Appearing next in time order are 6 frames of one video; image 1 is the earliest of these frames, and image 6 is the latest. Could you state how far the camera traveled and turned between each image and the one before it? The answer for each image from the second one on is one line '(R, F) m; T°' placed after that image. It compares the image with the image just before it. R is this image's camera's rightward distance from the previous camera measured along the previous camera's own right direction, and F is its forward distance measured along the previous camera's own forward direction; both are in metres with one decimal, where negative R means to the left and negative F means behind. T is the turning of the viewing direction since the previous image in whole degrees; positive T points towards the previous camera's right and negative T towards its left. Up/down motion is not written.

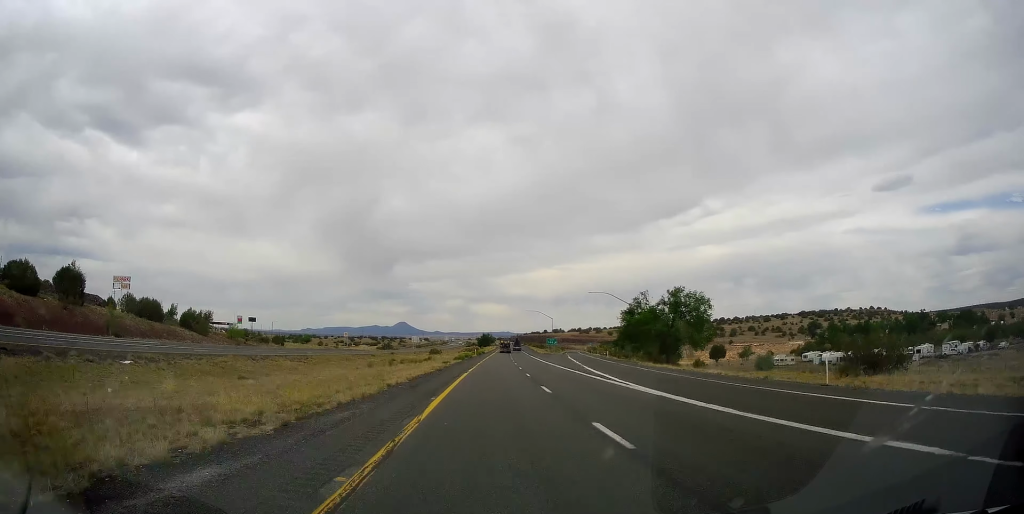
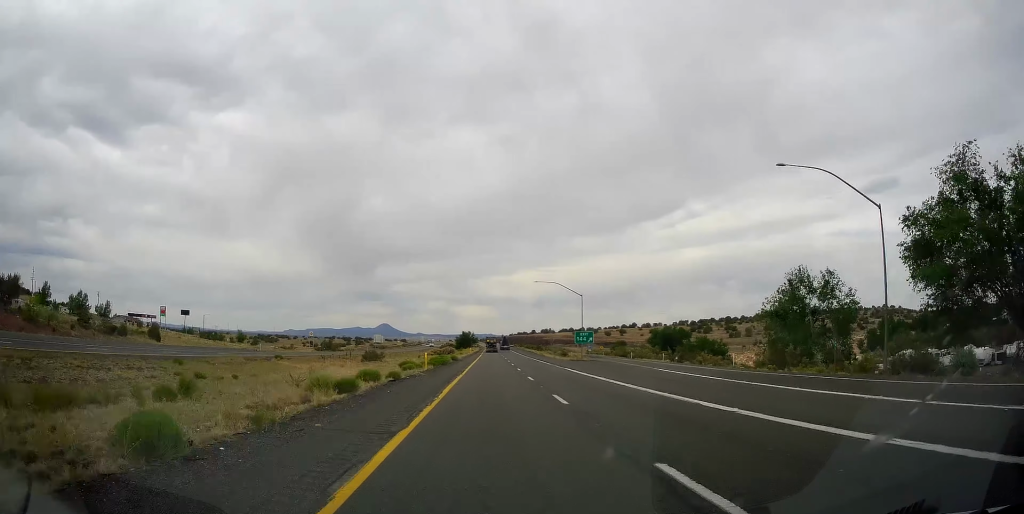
(+0.4, +66.1) m; +1°
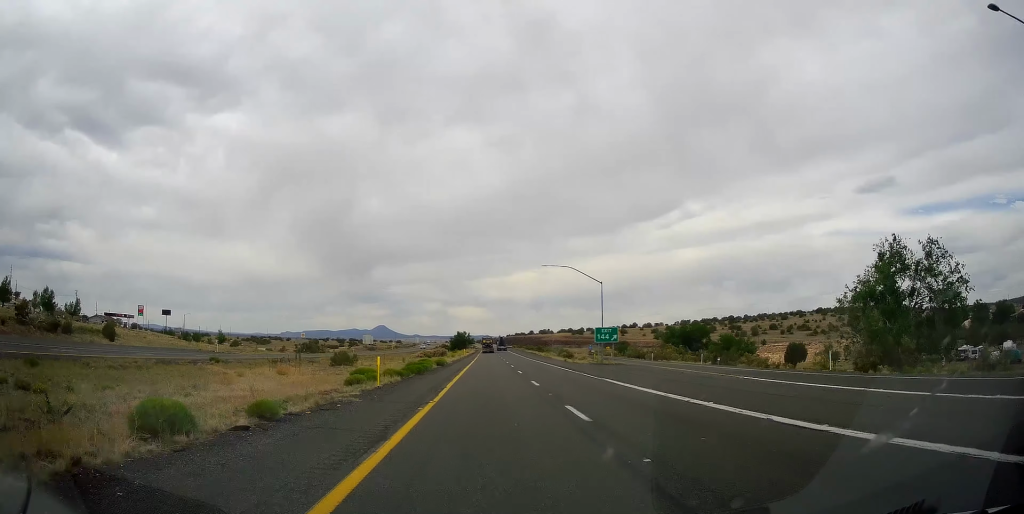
(-0.1, +16.2) m; +1°
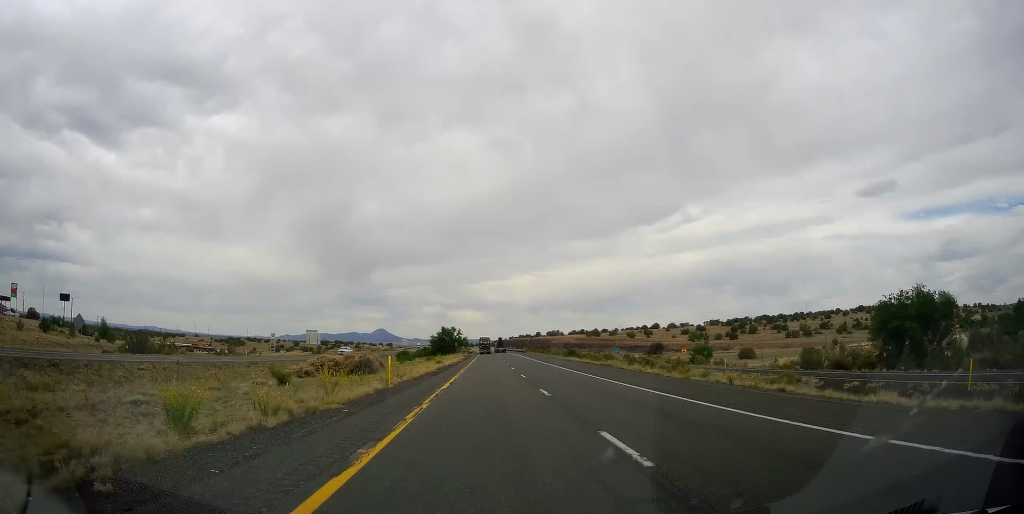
(+2.1, +79.0) m; +1°
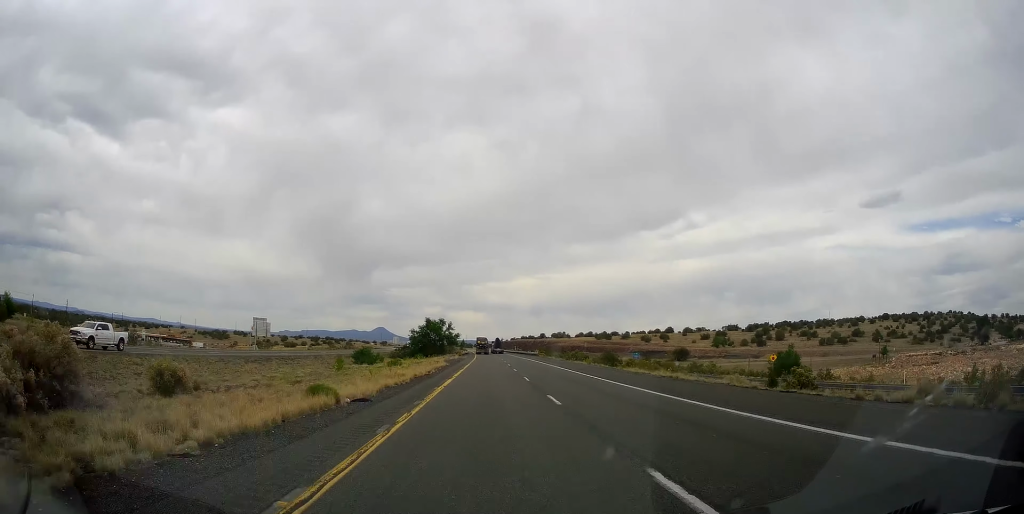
(-0.4, +40.5) m; -1°
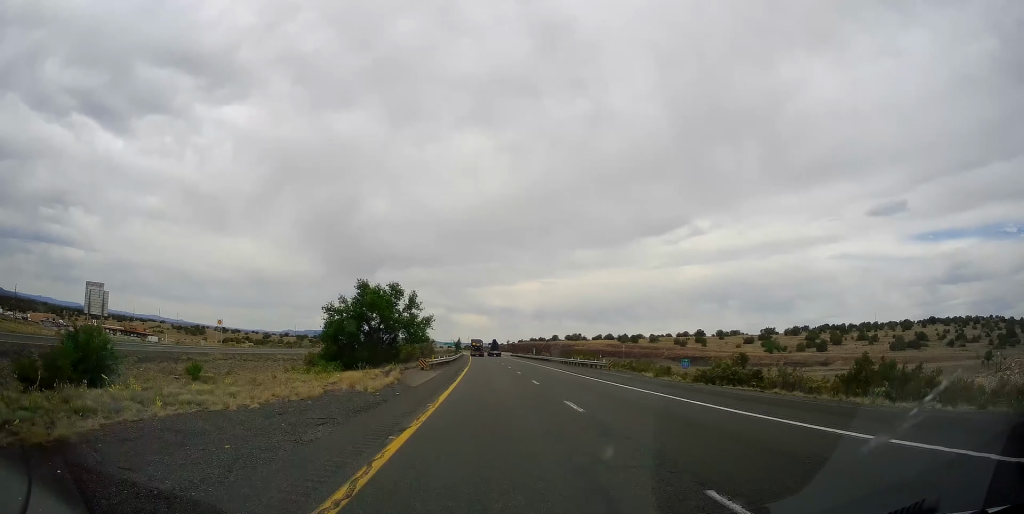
(0.0, +62.5) m; 0°
